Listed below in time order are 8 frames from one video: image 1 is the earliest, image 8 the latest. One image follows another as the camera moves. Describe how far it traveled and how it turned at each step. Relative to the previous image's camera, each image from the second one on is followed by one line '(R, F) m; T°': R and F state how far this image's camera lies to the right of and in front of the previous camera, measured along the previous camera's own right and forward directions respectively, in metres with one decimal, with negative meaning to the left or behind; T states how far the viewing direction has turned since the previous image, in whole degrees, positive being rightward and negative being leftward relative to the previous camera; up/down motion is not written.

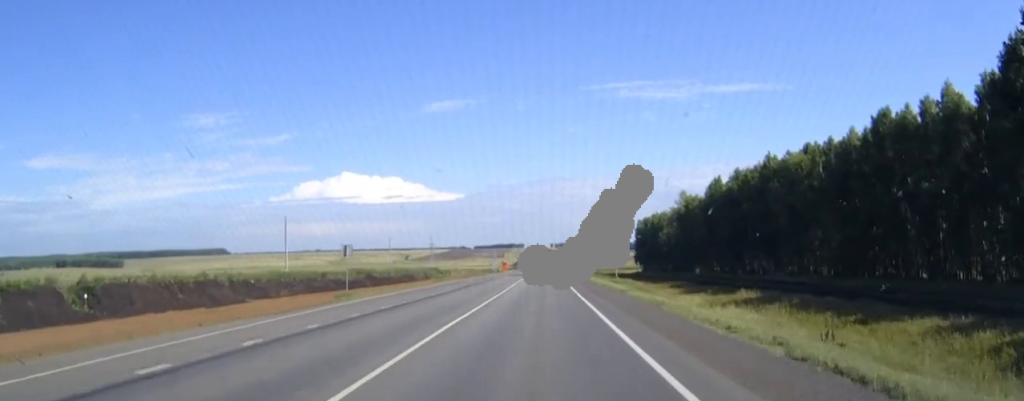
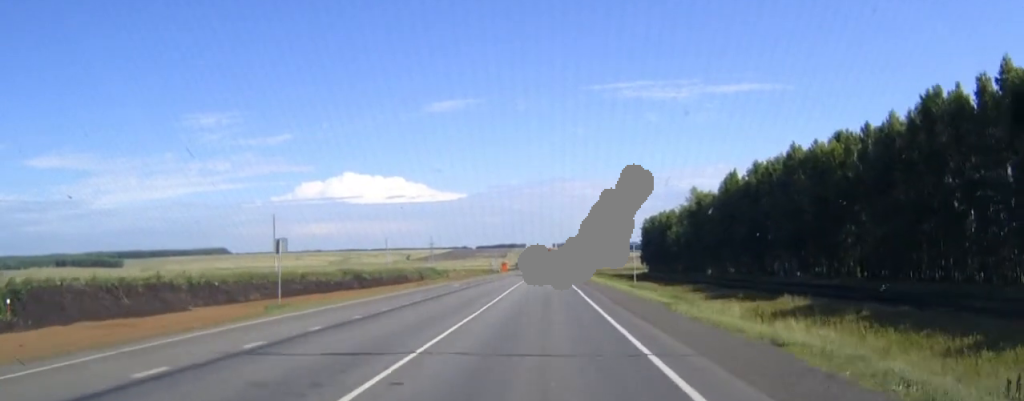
(0.0, +12.3) m; 0°
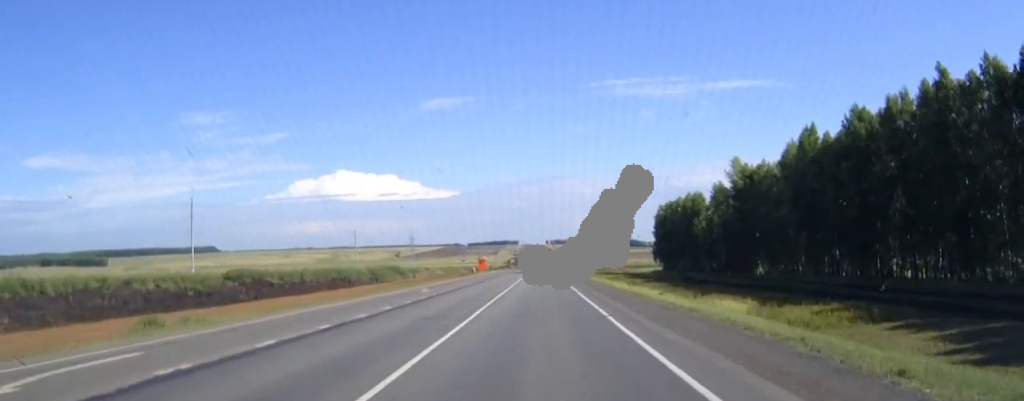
(0.0, +51.4) m; 0°
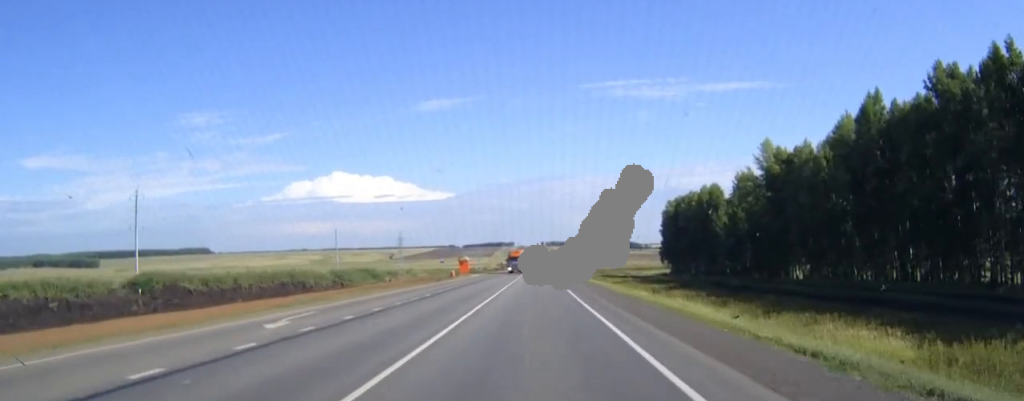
(0.0, +24.5) m; 0°
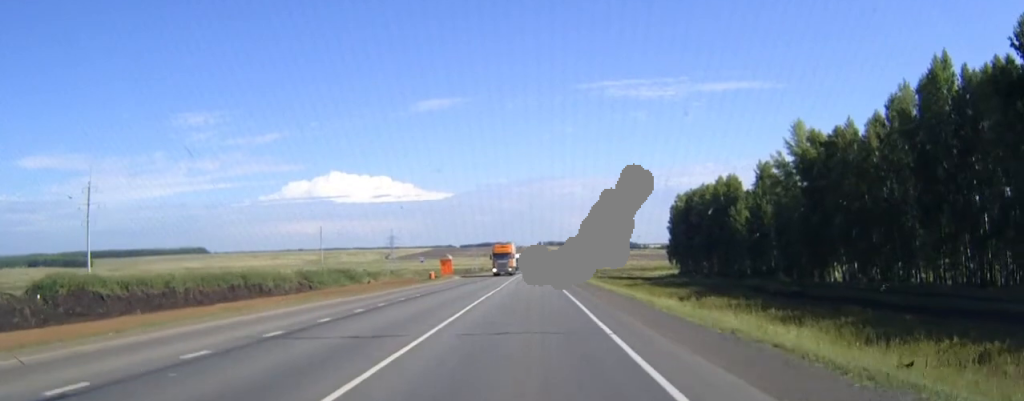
(0.0, +17.8) m; 0°
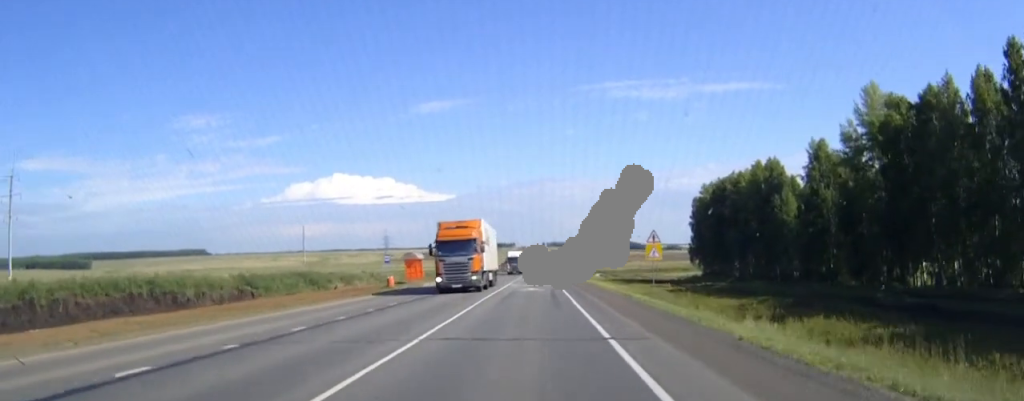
(0.0, +26.0) m; 0°
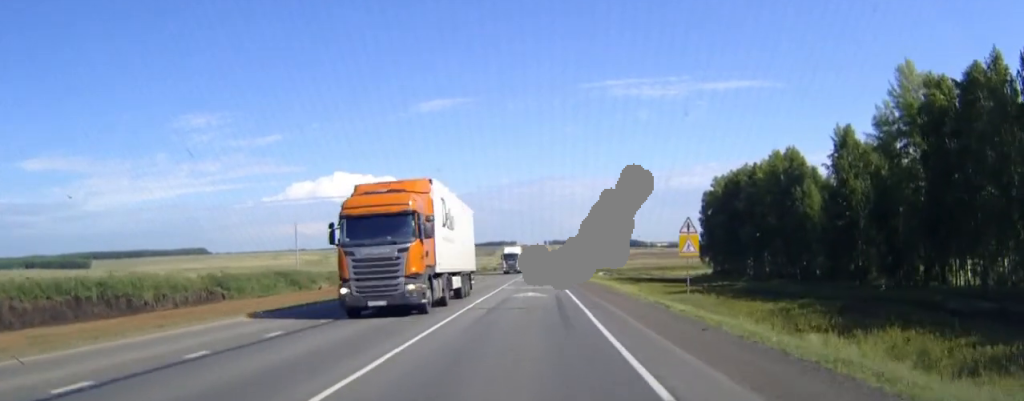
(0.0, +9.6) m; 0°
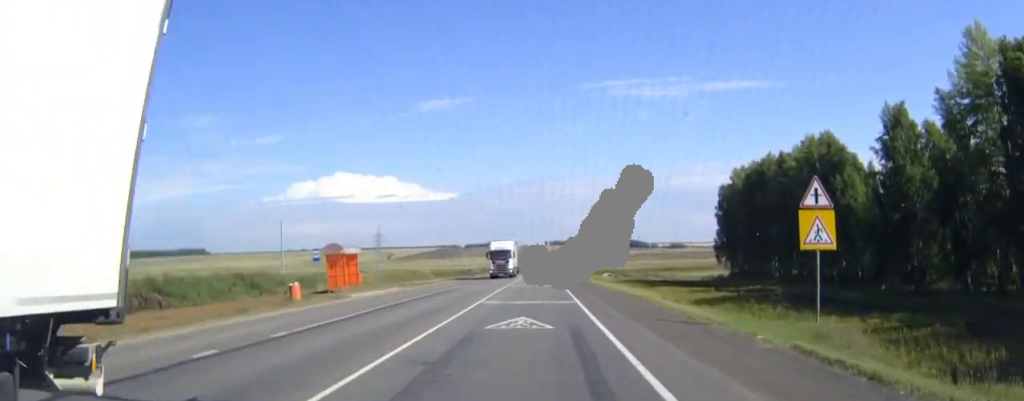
(0.0, +15.6) m; 0°
